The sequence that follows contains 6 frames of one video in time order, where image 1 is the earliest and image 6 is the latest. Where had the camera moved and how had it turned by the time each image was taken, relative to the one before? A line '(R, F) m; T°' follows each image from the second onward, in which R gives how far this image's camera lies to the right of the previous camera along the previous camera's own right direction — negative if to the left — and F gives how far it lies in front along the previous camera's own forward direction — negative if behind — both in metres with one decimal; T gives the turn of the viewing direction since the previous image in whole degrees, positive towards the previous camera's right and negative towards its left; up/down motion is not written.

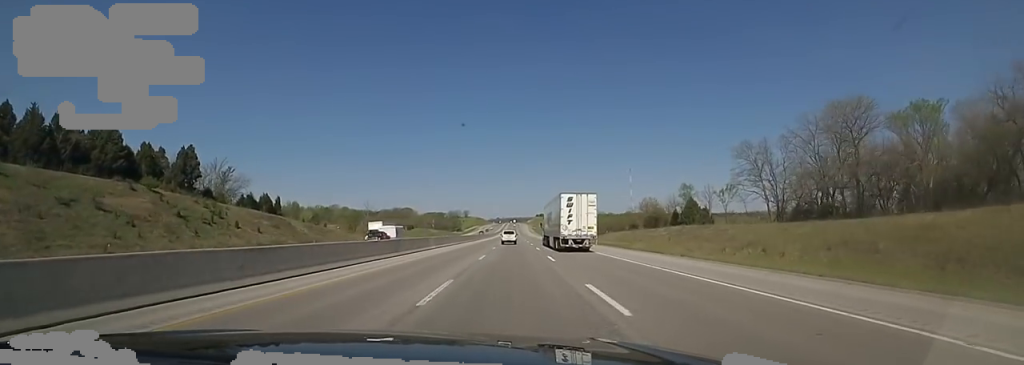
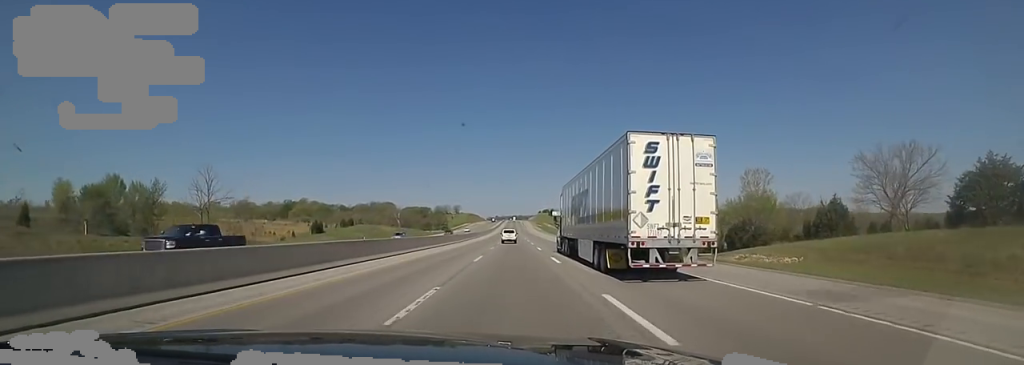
(-1.4, +94.2) m; -1°
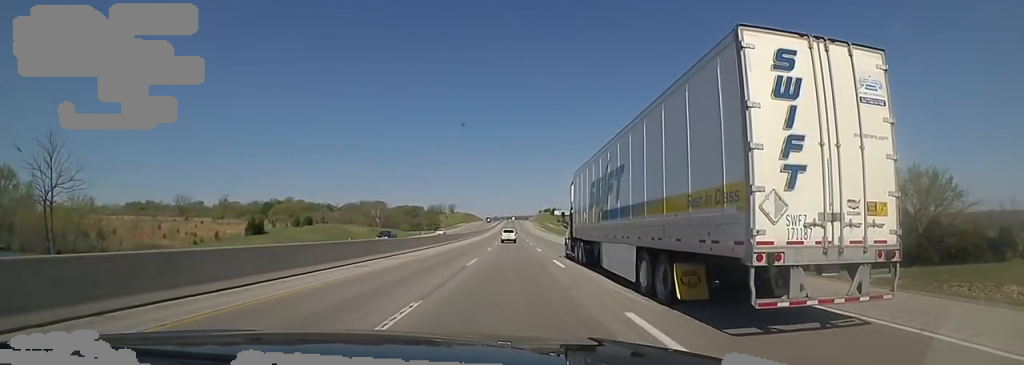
(+0.4, +32.9) m; +1°
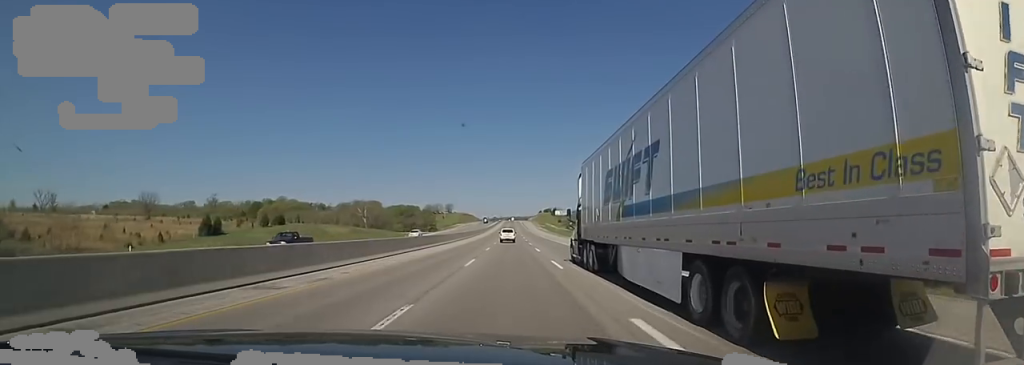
(+0.5, +15.9) m; 0°
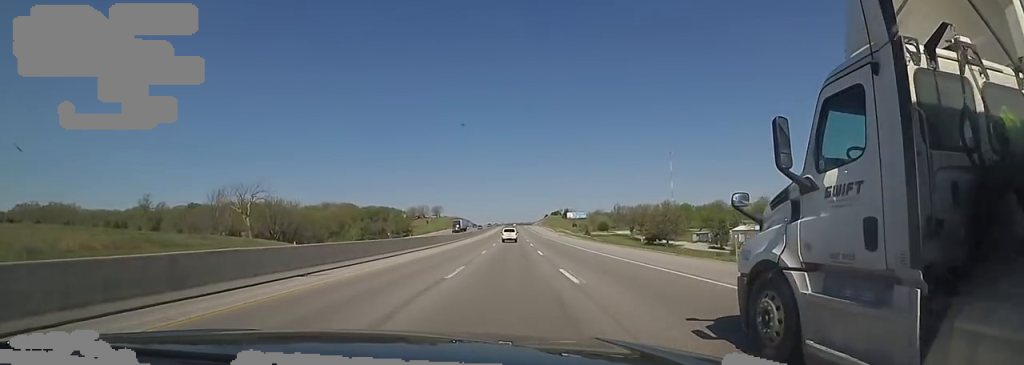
(-1.9, +81.9) m; 0°
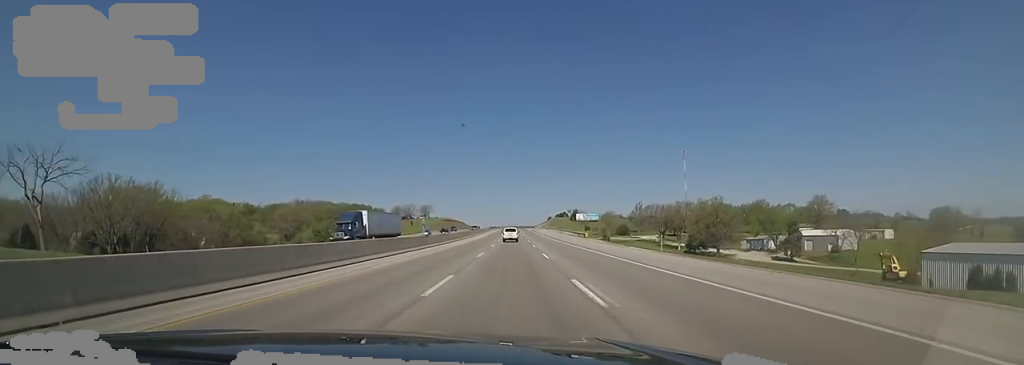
(+0.6, +50.2) m; 0°
